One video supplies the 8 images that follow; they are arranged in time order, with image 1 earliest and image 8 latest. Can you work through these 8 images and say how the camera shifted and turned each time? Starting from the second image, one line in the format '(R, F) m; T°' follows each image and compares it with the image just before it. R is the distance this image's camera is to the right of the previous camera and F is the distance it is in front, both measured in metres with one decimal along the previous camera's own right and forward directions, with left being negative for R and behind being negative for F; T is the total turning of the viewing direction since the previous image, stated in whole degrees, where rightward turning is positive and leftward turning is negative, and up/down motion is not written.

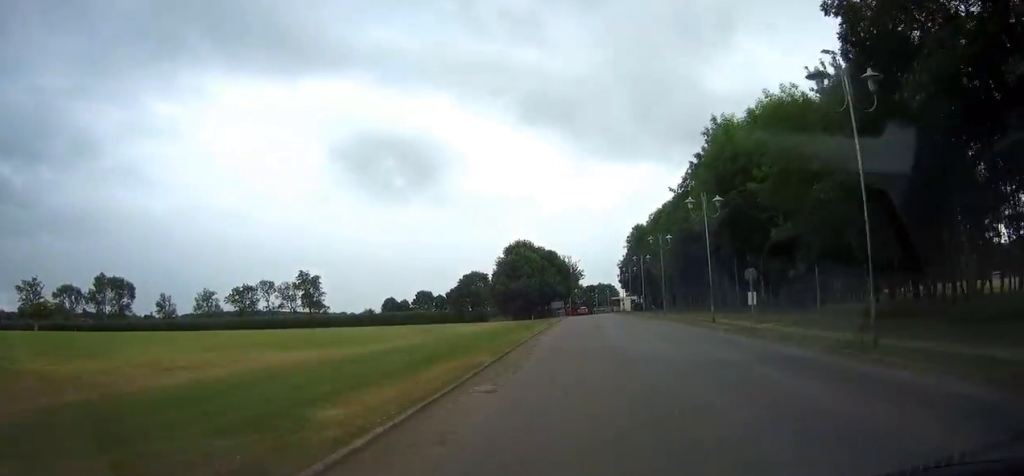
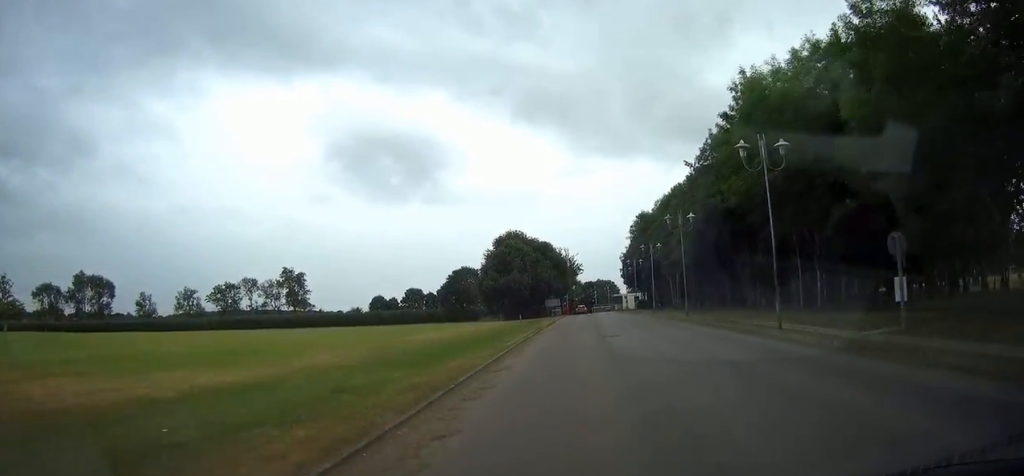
(0.0, +12.2) m; -1°
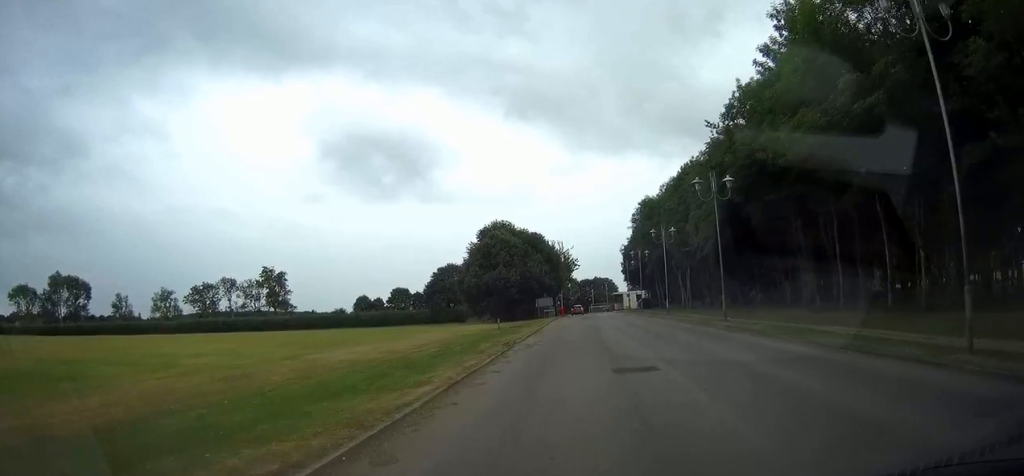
(-0.1, +12.6) m; 0°
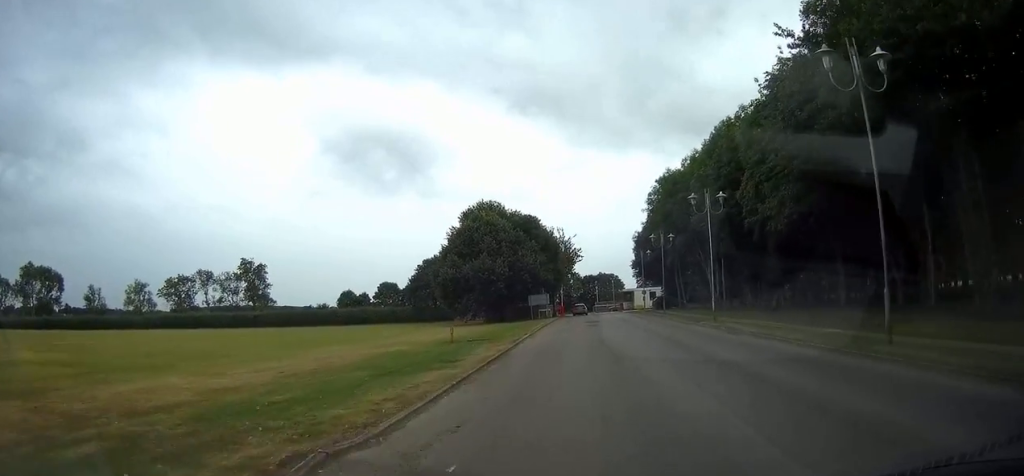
(+0.2, +16.7) m; +1°
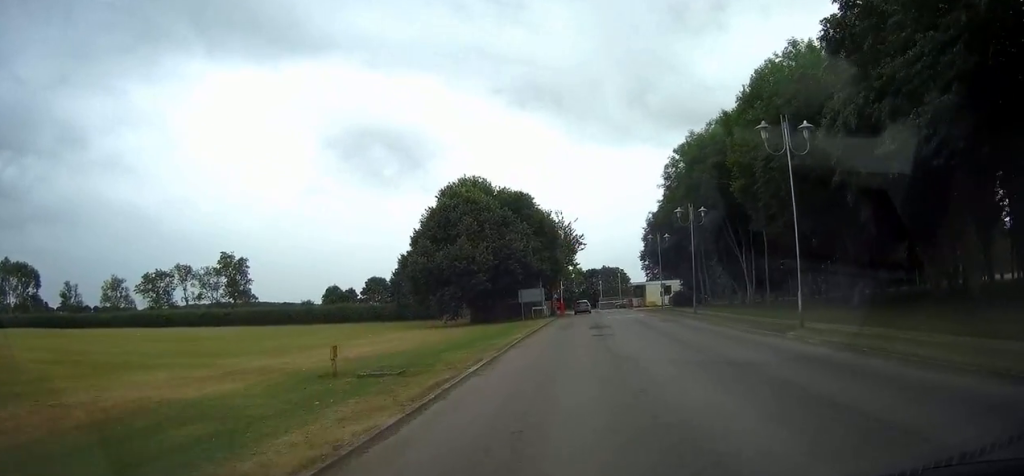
(-0.1, +13.7) m; 0°
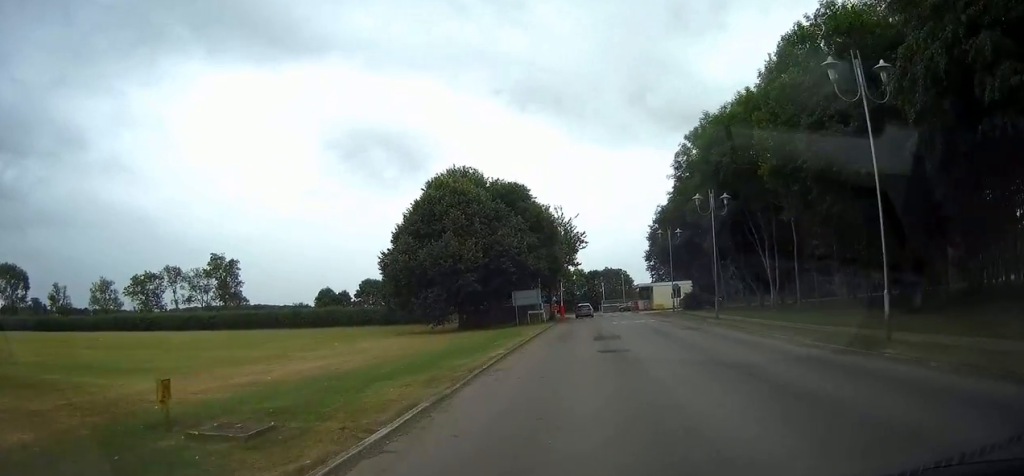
(0.0, +6.5) m; 0°
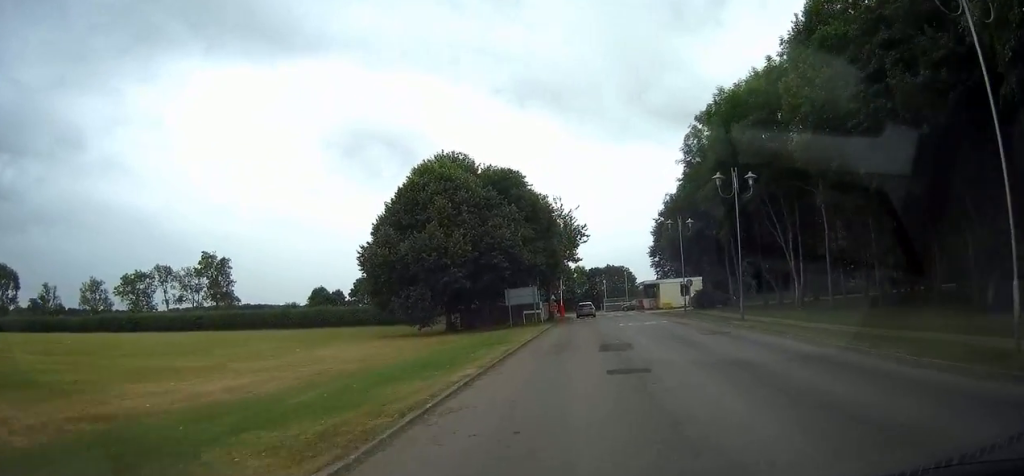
(0.0, +5.5) m; 0°
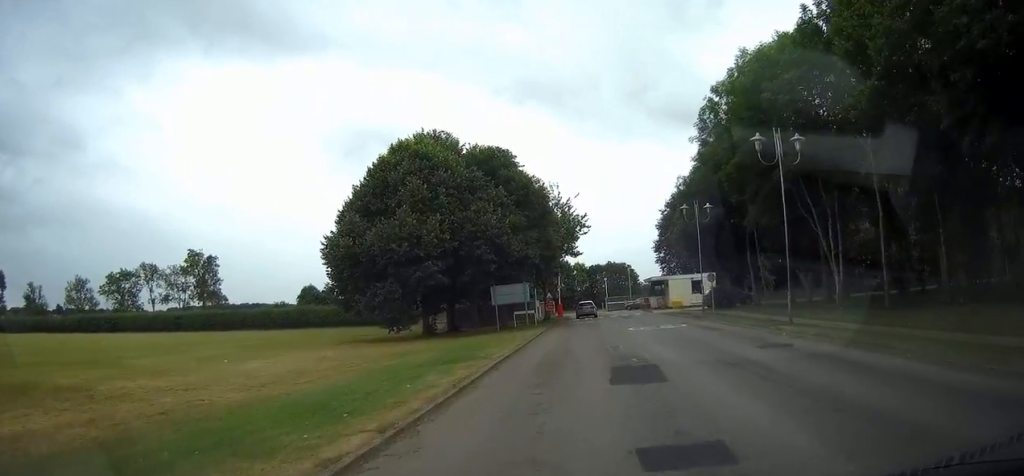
(0.0, +6.9) m; 0°
